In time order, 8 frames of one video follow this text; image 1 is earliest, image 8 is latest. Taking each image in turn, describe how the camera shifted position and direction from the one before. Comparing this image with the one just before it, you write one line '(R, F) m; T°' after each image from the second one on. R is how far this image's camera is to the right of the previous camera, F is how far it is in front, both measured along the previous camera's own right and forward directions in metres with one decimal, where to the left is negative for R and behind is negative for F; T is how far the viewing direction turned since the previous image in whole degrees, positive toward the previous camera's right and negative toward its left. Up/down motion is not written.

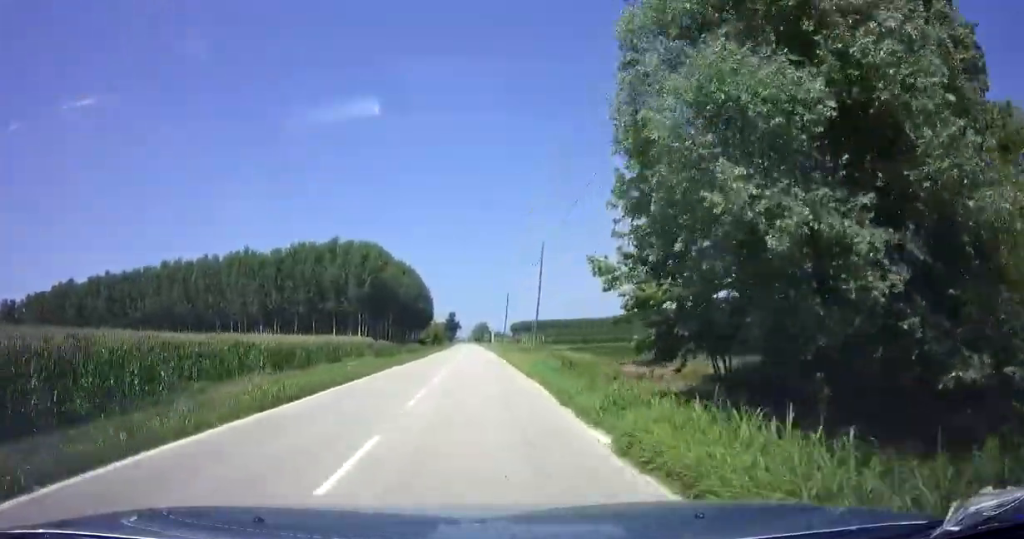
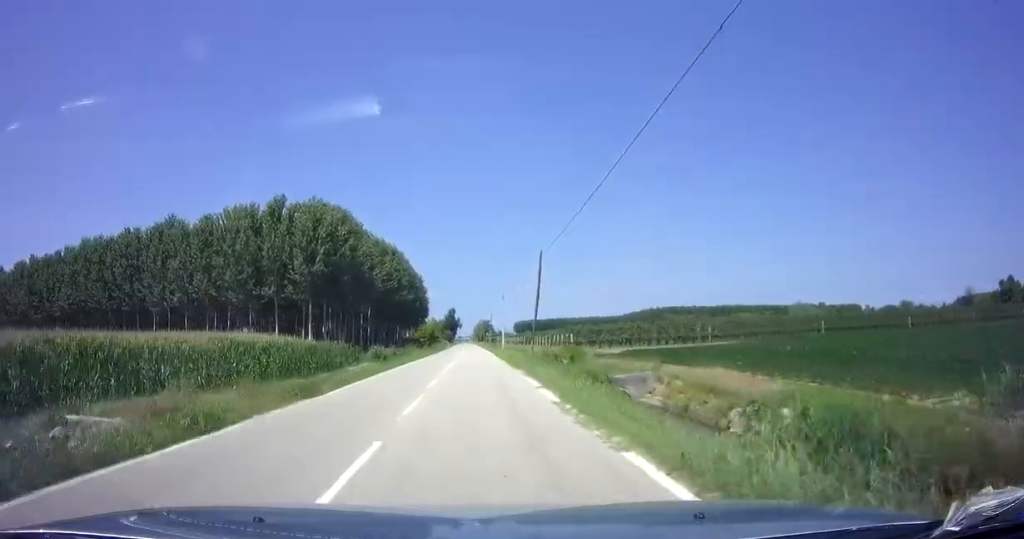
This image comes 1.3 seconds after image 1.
(0.0, +30.5) m; 0°
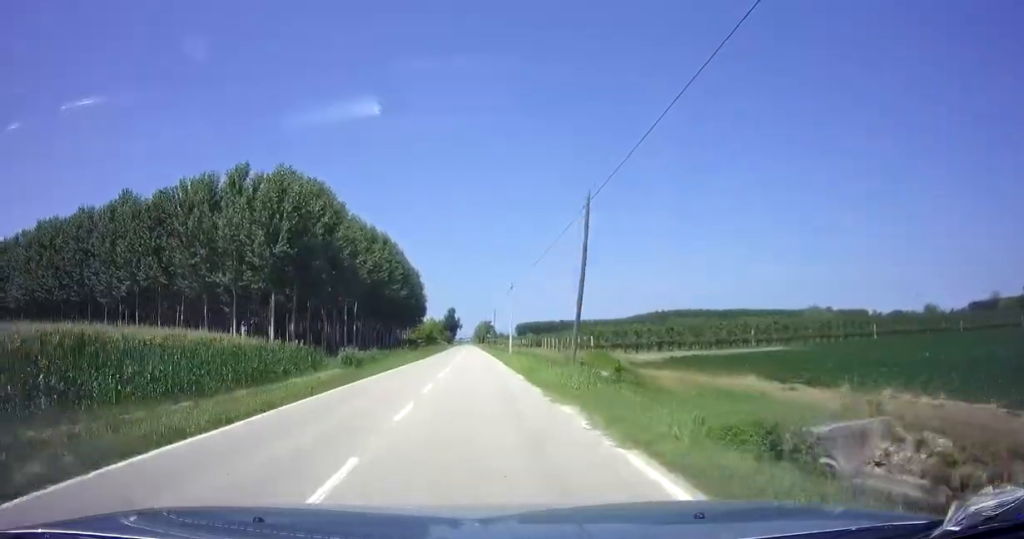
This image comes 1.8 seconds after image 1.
(0.0, +12.8) m; 0°
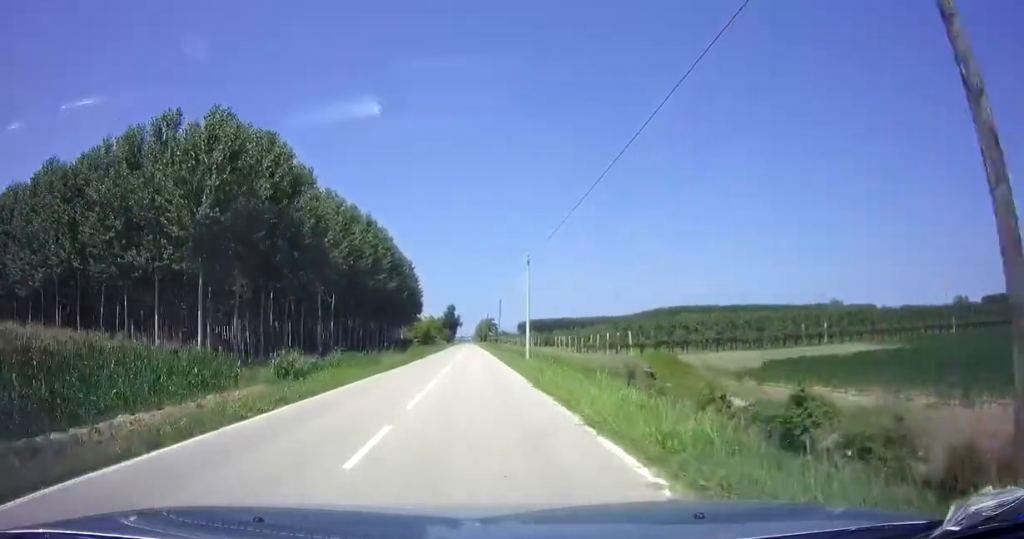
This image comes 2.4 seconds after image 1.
(+0.1, +15.2) m; 0°
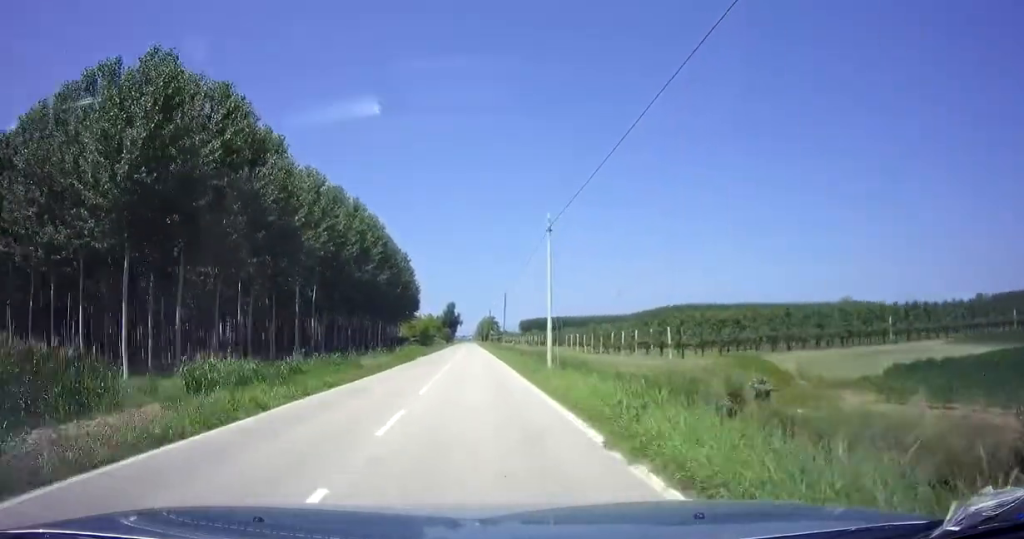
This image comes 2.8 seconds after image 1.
(-0.1, +9.7) m; 0°
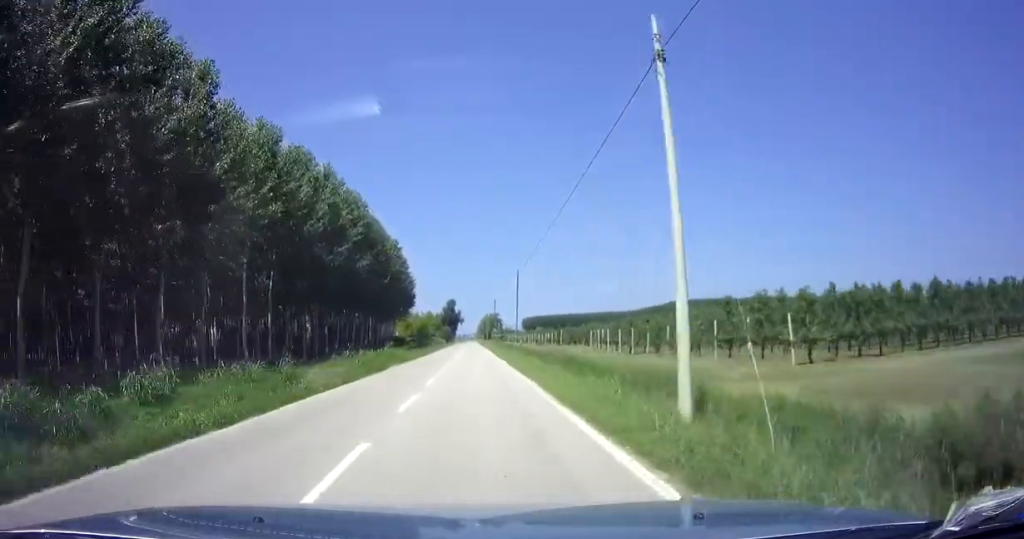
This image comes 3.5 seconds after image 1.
(-0.1, +15.4) m; 0°
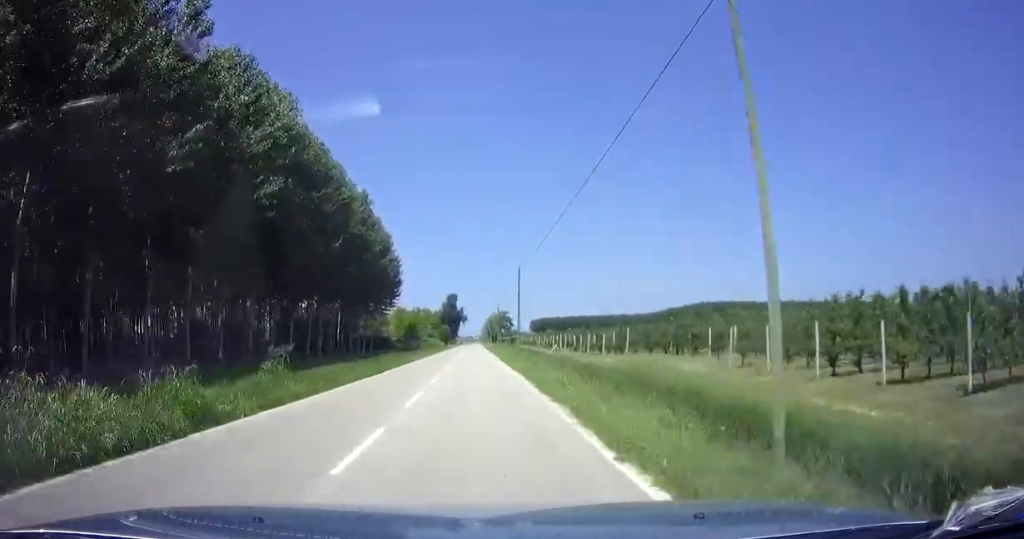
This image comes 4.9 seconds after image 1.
(0.0, +34.8) m; 0°
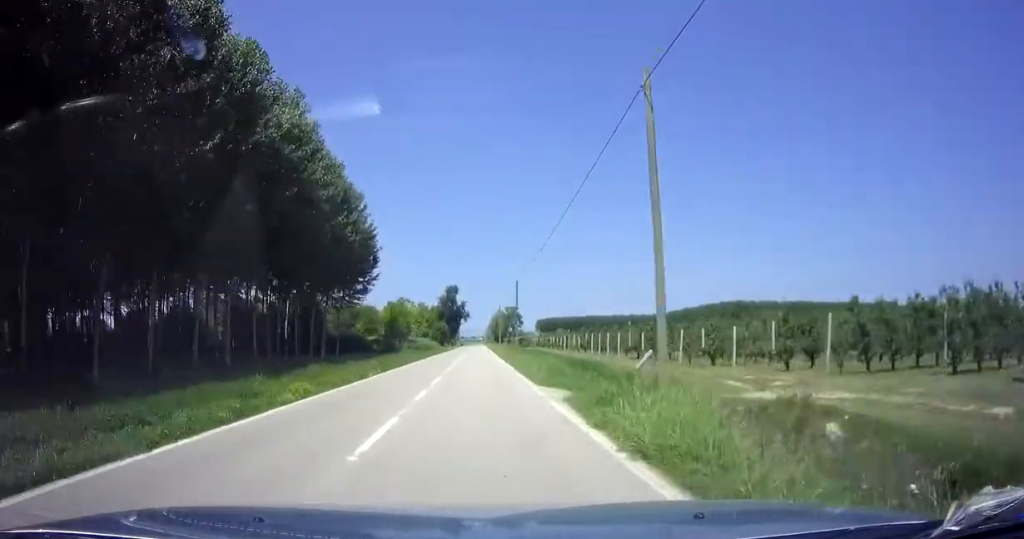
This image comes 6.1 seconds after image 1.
(-0.1, +28.3) m; 0°
